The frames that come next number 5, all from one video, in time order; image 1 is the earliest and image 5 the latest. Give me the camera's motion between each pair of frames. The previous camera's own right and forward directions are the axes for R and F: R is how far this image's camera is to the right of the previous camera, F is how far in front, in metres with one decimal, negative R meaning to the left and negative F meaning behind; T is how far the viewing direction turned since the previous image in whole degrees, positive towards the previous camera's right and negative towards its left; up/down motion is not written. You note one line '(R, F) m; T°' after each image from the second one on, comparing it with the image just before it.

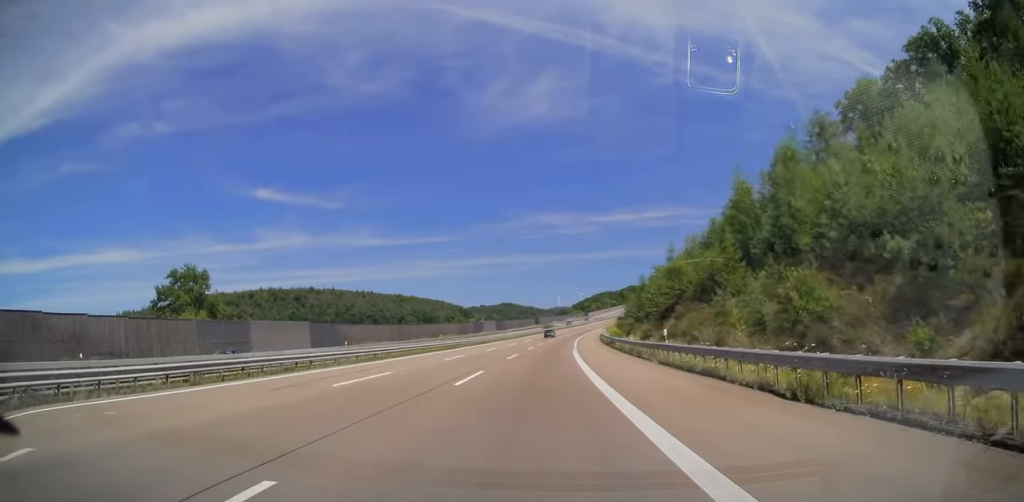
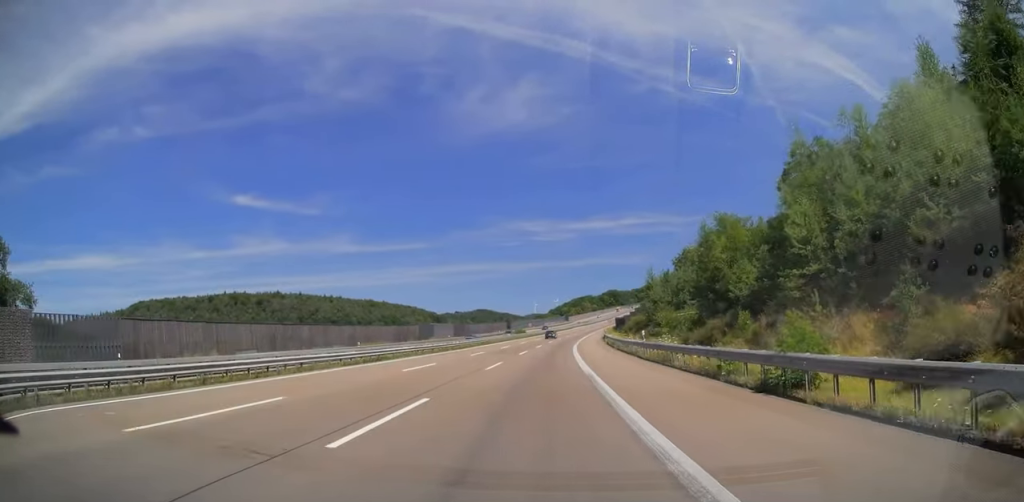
(+0.8, +45.0) m; +2°
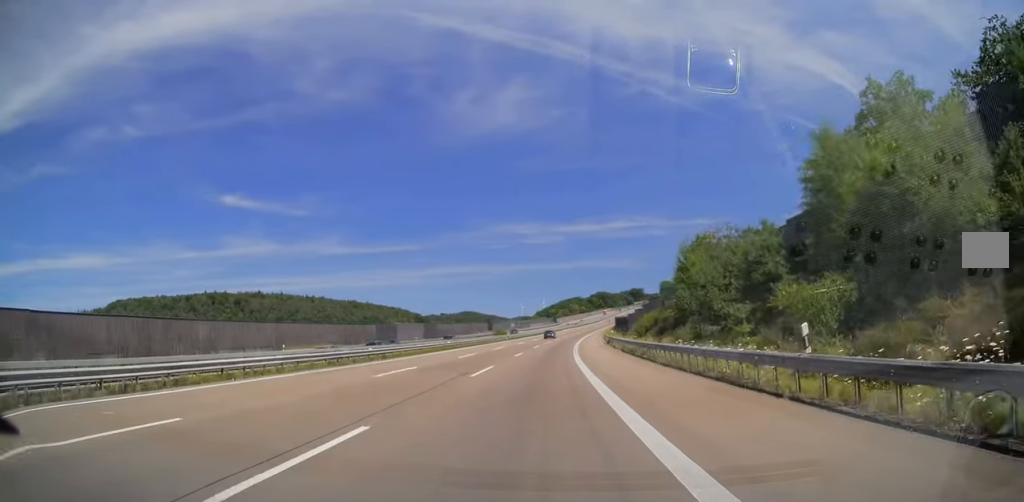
(+0.2, +22.3) m; +1°
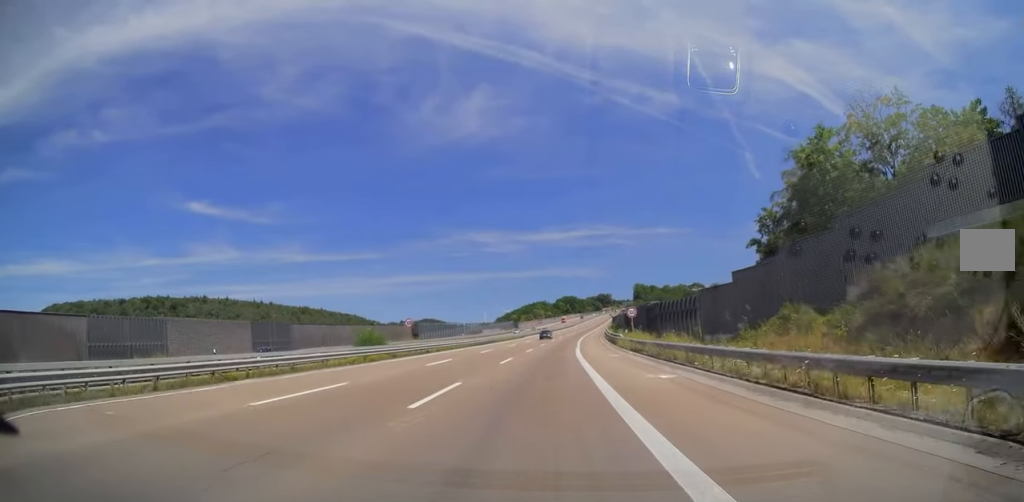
(+1.4, +62.2) m; +3°
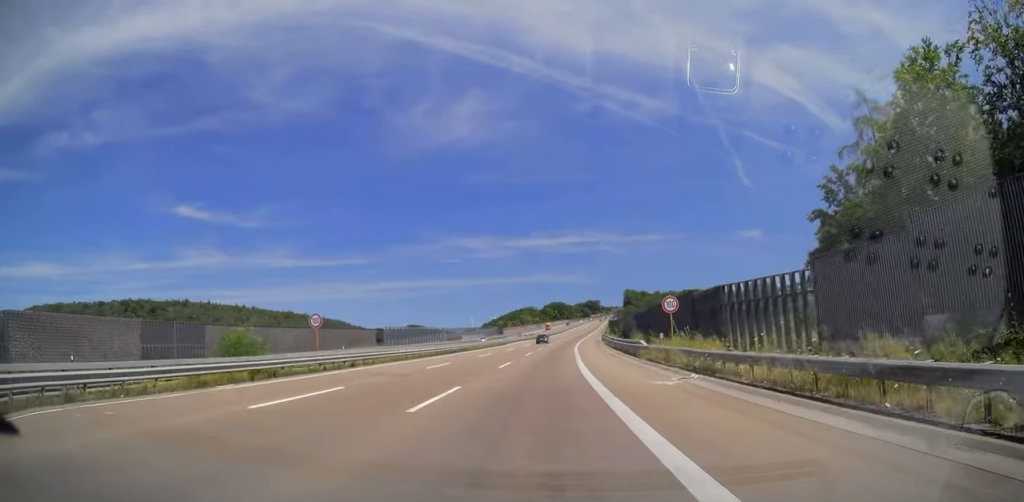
(+0.5, +17.8) m; +1°
